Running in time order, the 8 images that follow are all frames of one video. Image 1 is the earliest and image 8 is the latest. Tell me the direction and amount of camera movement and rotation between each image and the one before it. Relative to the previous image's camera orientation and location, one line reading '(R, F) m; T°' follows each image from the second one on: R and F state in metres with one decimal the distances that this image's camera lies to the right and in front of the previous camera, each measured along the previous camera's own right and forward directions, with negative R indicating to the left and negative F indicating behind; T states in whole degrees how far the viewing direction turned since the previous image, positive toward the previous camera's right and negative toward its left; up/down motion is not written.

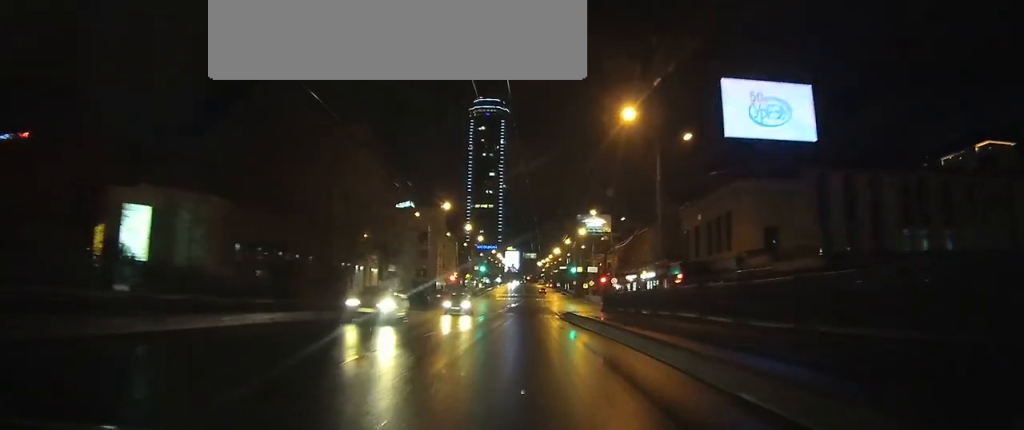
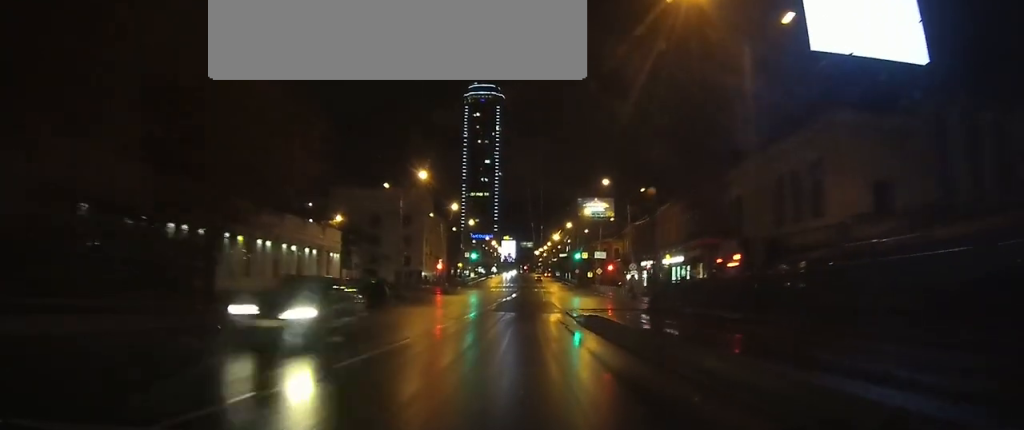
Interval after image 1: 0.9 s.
(-0.1, +12.9) m; 0°
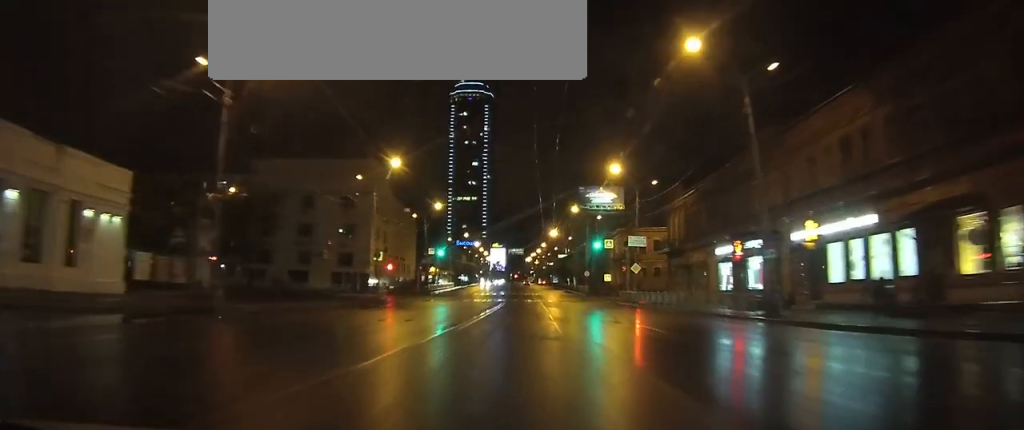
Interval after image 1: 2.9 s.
(+0.2, +32.9) m; +1°
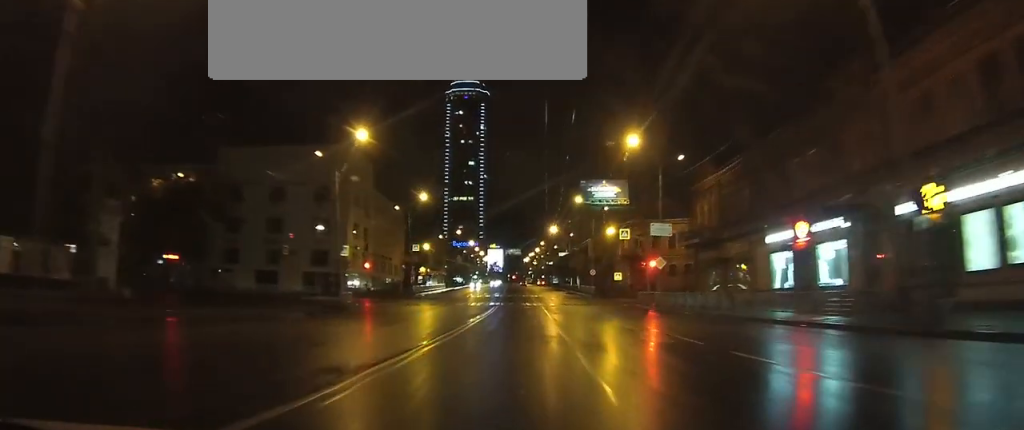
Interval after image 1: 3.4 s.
(0.0, +11.5) m; 0°
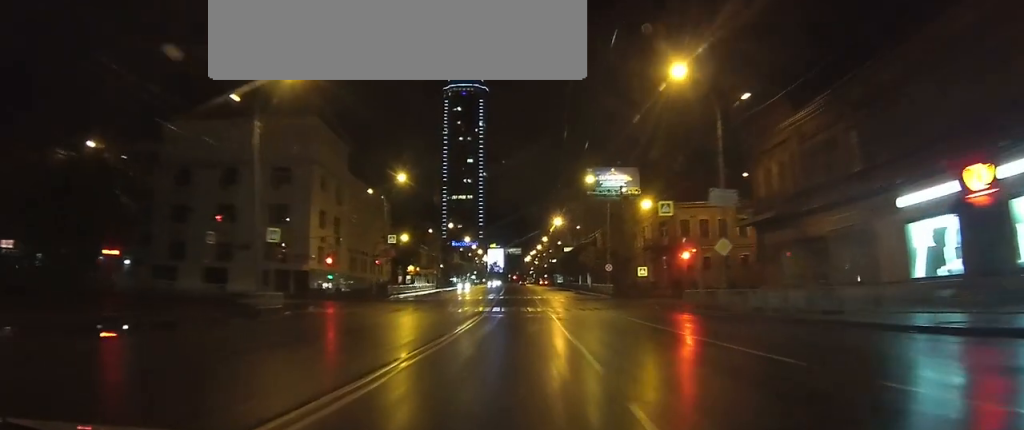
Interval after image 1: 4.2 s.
(0.0, +16.1) m; 0°
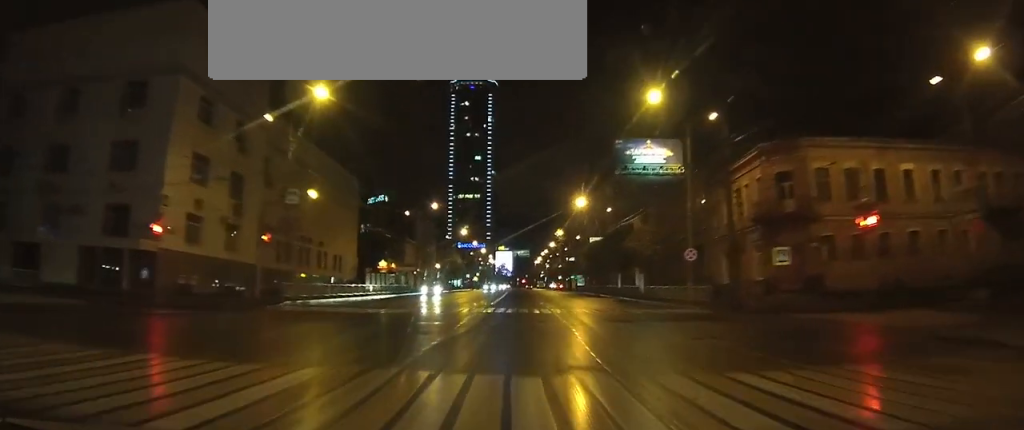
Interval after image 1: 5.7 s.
(0.0, +32.4) m; 0°
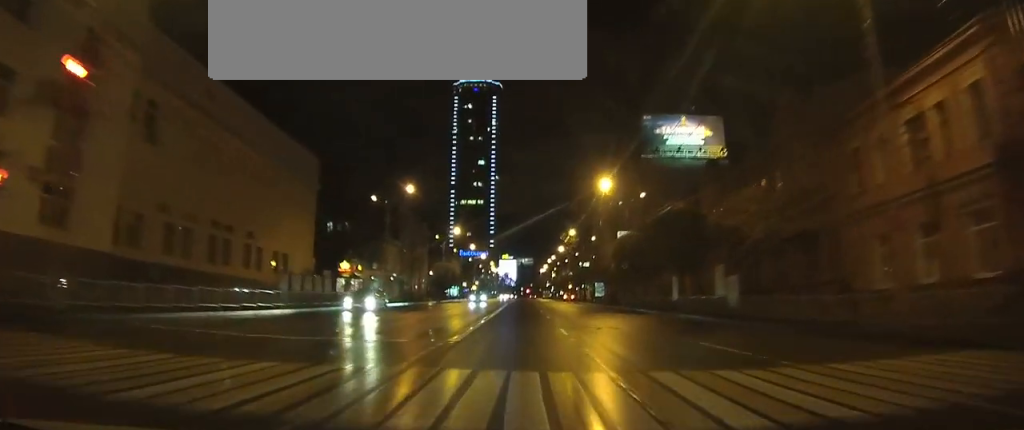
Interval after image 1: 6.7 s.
(0.0, +21.3) m; 0°
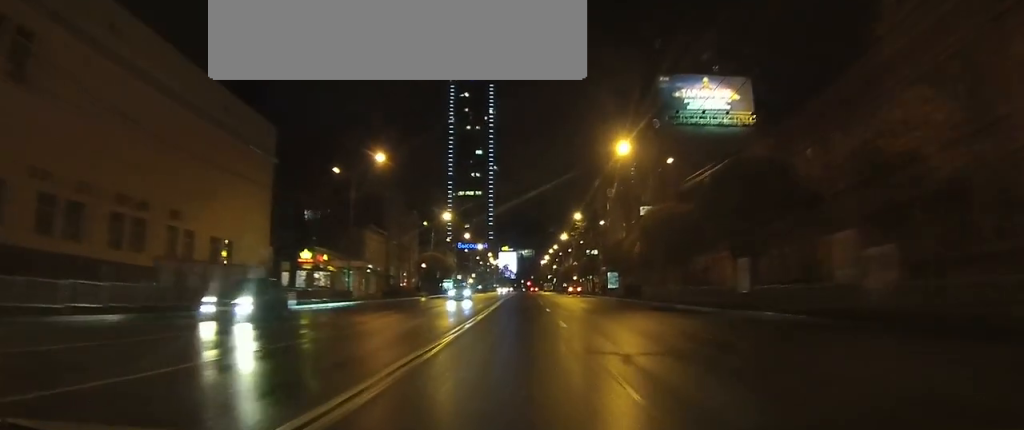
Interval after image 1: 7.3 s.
(0.0, +12.6) m; 0°
